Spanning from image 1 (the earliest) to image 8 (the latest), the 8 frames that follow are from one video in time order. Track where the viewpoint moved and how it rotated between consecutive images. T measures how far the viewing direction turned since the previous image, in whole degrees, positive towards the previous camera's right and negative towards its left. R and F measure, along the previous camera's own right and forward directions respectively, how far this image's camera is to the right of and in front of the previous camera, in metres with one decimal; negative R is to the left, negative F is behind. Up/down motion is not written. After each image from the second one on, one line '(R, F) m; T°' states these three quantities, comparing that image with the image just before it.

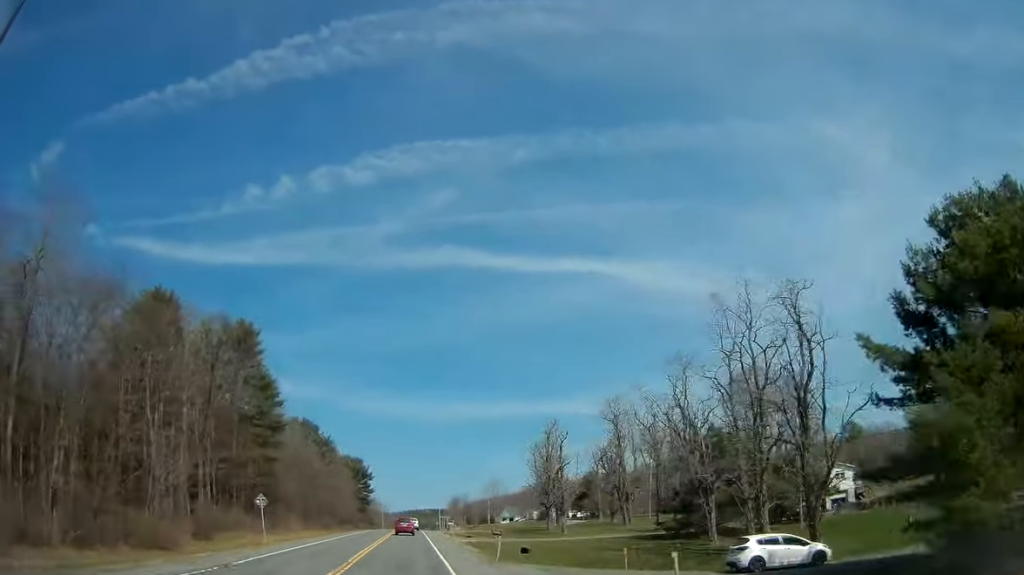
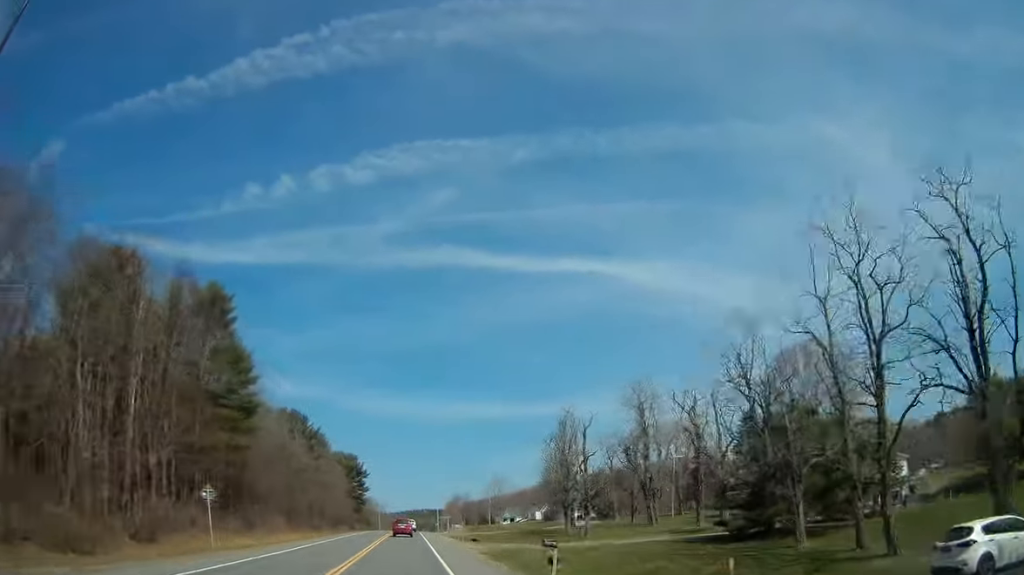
(0.0, +11.4) m; 0°
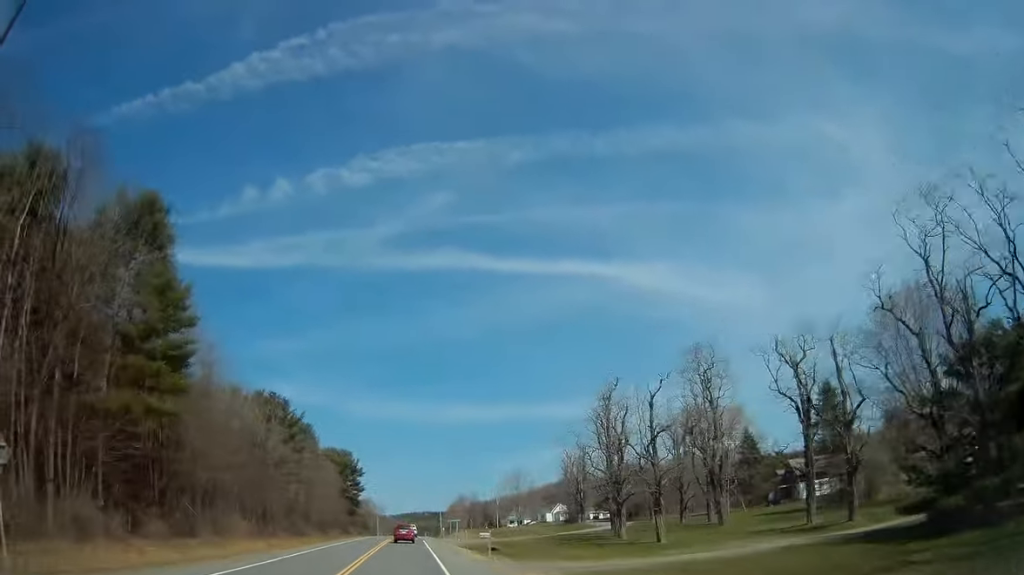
(-0.1, +18.4) m; 0°
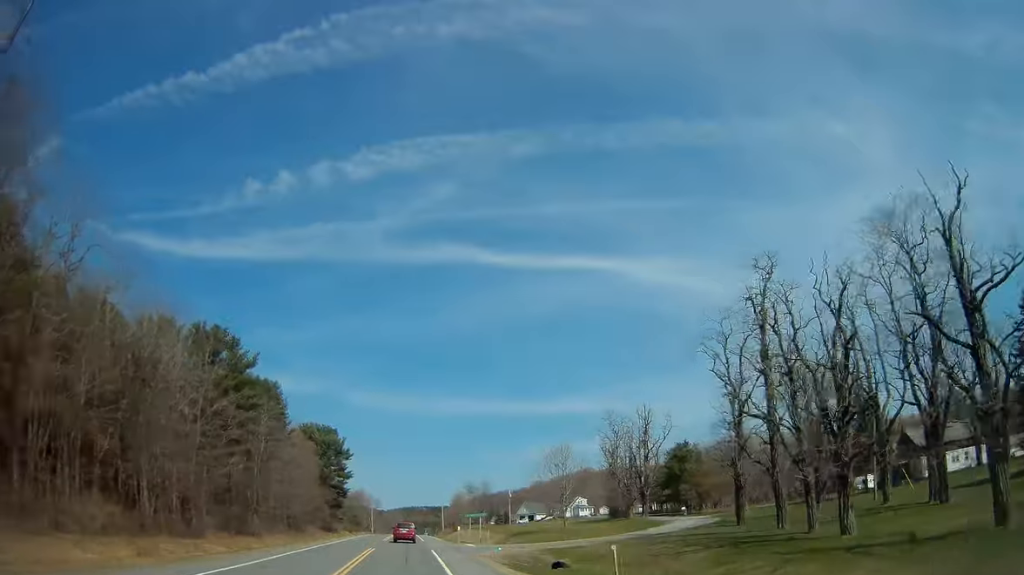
(+0.3, +30.2) m; 0°
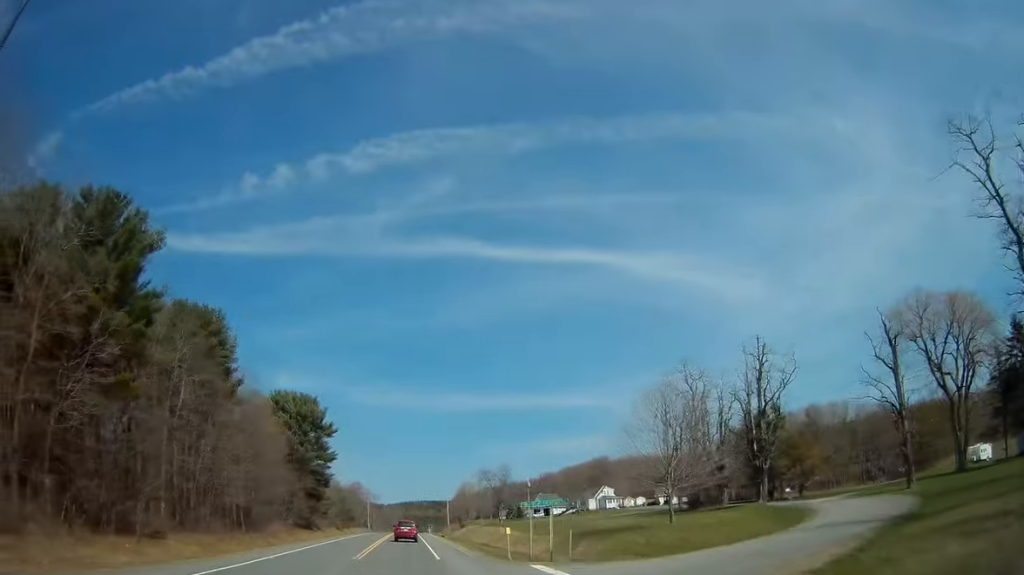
(-0.4, +28.2) m; 0°
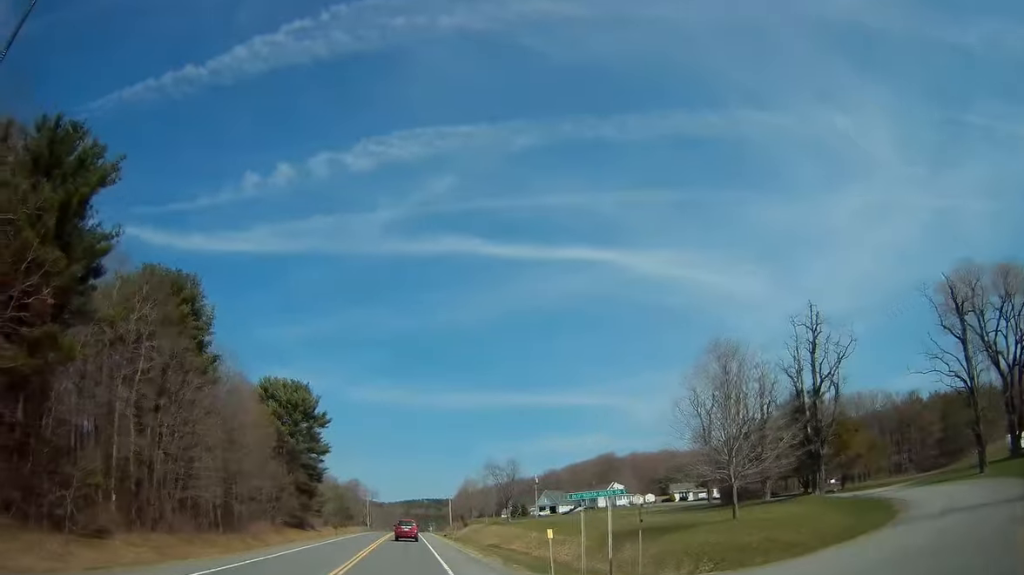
(+0.1, +8.4) m; 0°
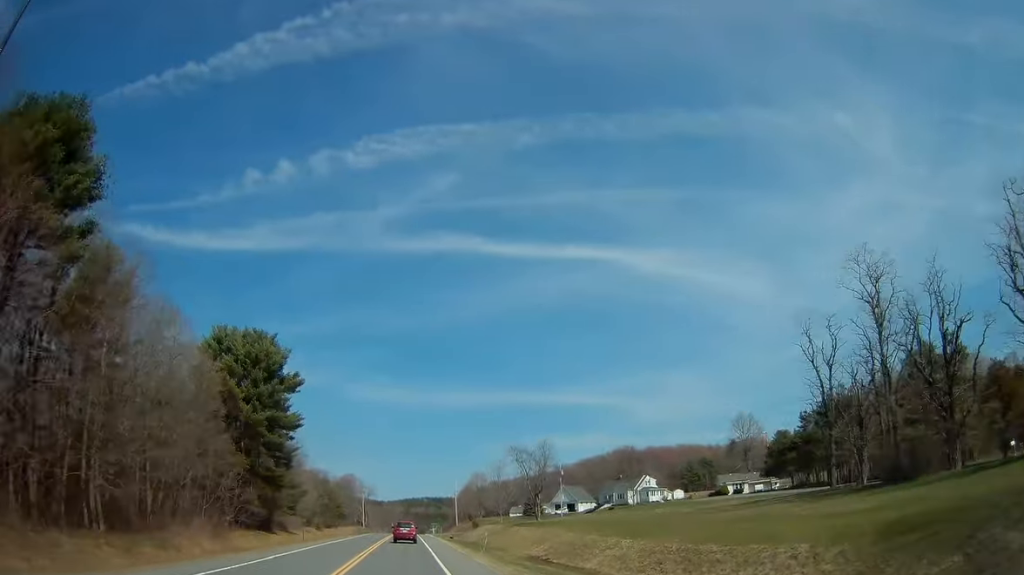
(+0.1, +24.1) m; 0°
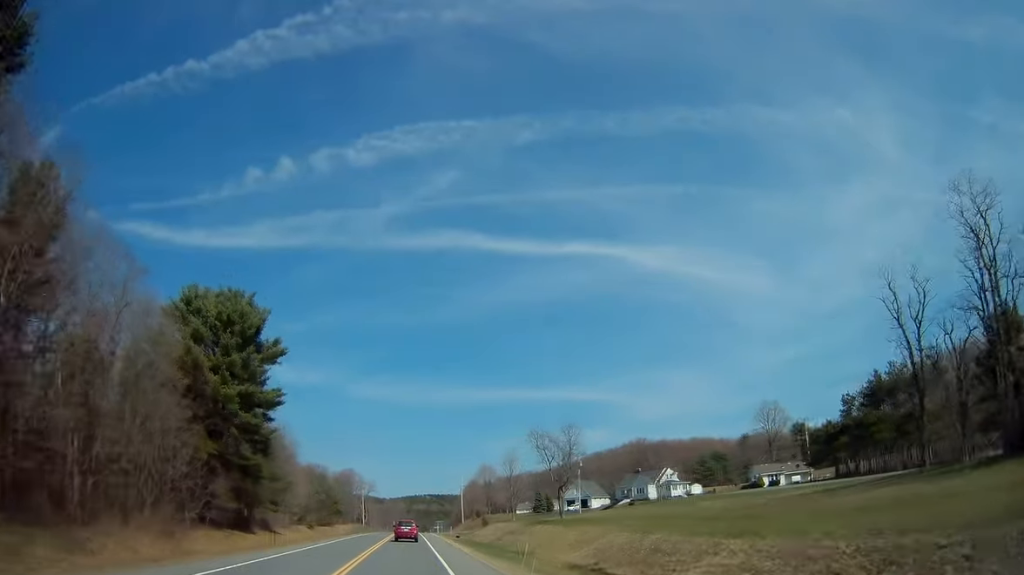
(0.0, +11.6) m; 0°
